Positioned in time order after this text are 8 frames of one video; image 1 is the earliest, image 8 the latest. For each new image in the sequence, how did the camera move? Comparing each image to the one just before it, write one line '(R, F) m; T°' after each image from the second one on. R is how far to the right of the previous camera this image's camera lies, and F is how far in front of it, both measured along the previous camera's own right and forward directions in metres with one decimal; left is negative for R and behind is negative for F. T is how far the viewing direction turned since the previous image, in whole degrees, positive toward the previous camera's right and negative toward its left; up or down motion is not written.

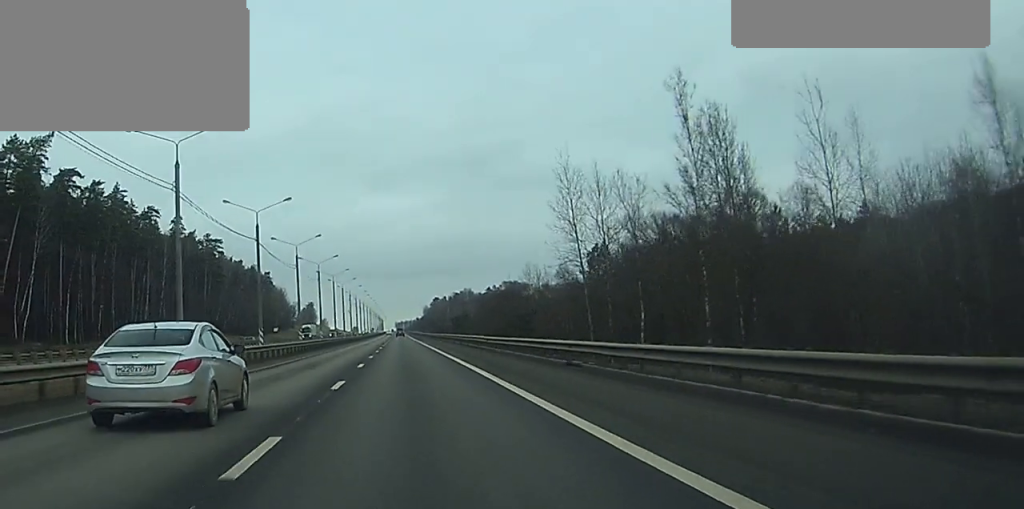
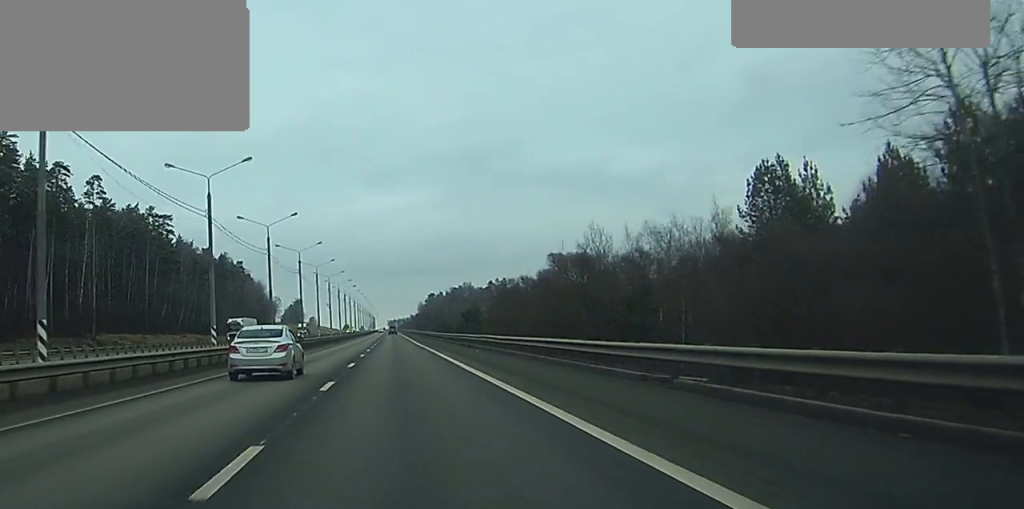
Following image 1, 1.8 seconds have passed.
(0.0, +49.2) m; 0°
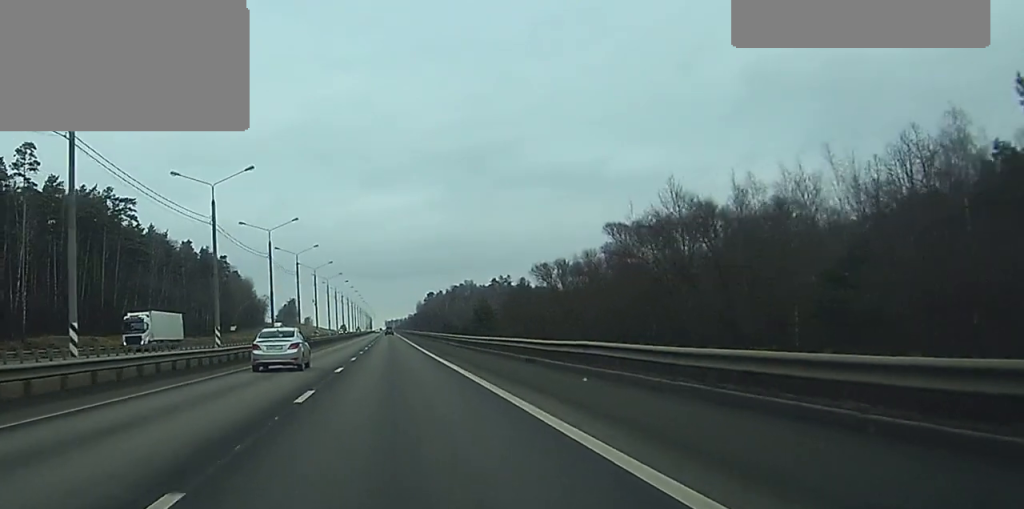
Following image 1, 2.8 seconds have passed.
(0.0, +26.9) m; 0°
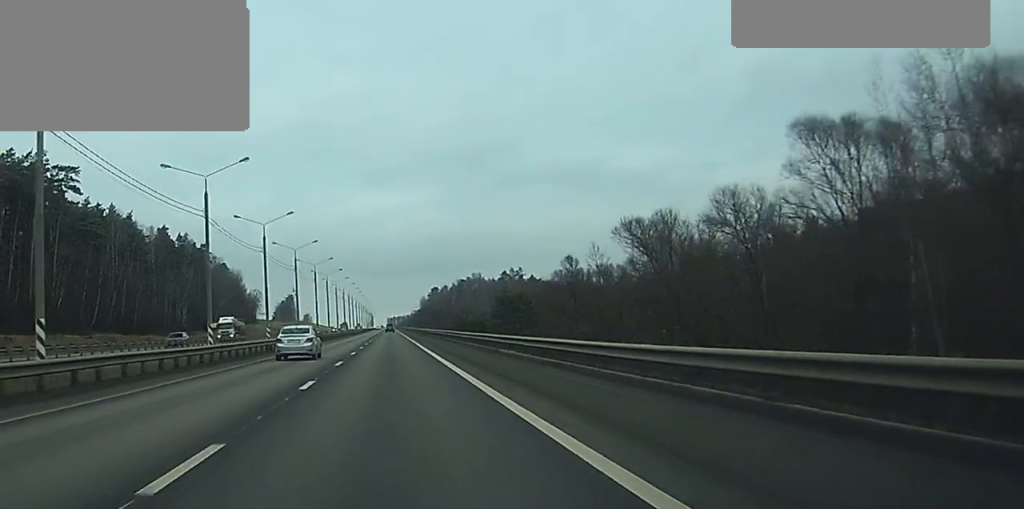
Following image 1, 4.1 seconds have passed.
(+0.1, +33.2) m; 0°
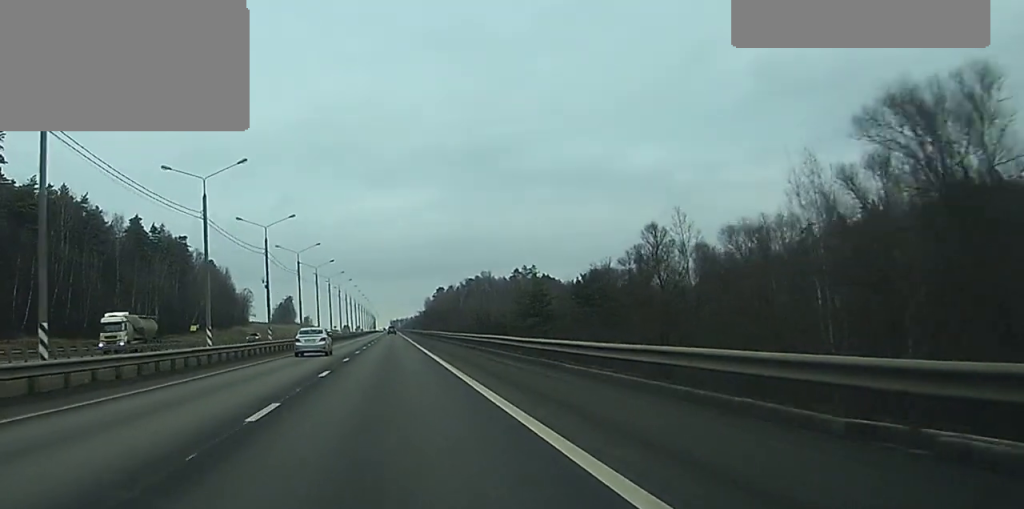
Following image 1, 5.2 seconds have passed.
(0.0, +30.4) m; 0°
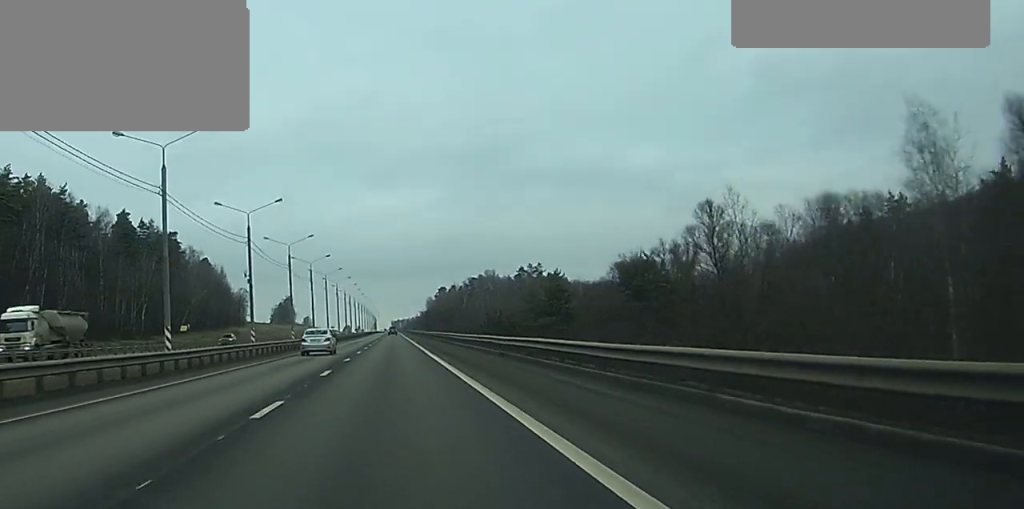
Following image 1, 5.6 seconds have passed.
(0.0, +11.6) m; 0°
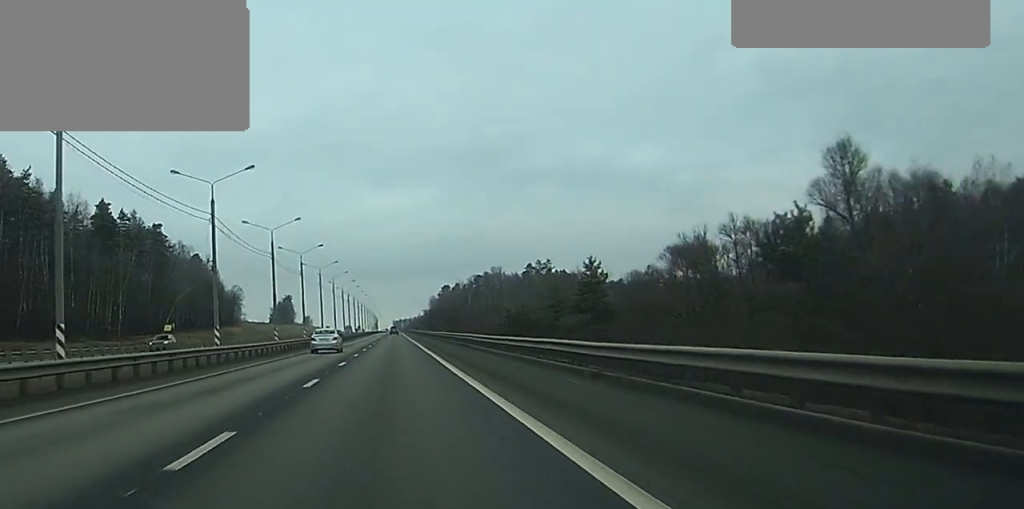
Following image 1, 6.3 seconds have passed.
(0.0, +16.9) m; 0°
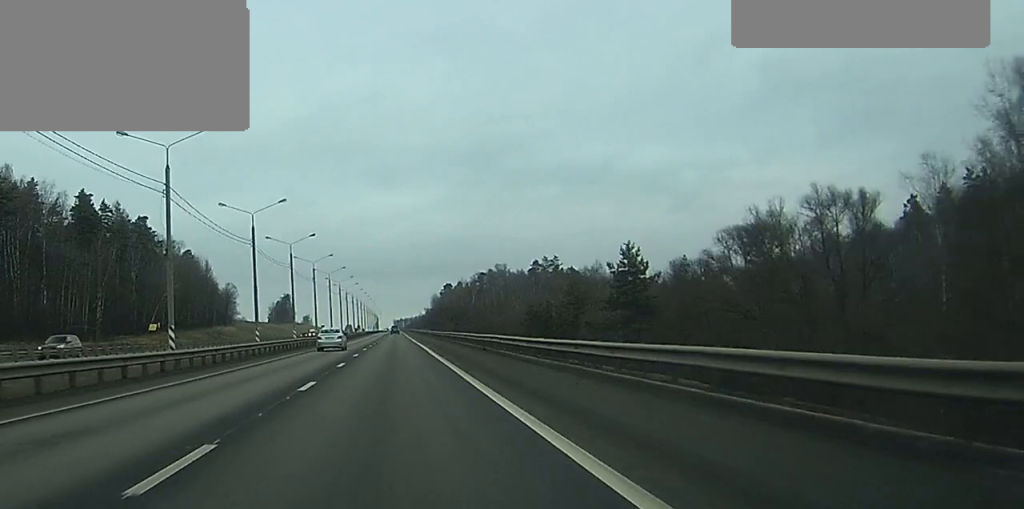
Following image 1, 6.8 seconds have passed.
(0.0, +13.3) m; 0°
